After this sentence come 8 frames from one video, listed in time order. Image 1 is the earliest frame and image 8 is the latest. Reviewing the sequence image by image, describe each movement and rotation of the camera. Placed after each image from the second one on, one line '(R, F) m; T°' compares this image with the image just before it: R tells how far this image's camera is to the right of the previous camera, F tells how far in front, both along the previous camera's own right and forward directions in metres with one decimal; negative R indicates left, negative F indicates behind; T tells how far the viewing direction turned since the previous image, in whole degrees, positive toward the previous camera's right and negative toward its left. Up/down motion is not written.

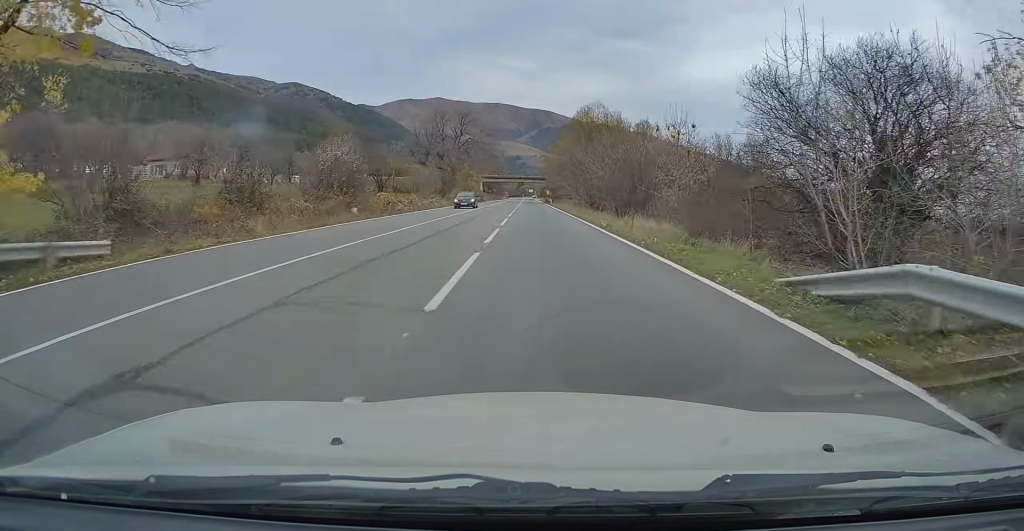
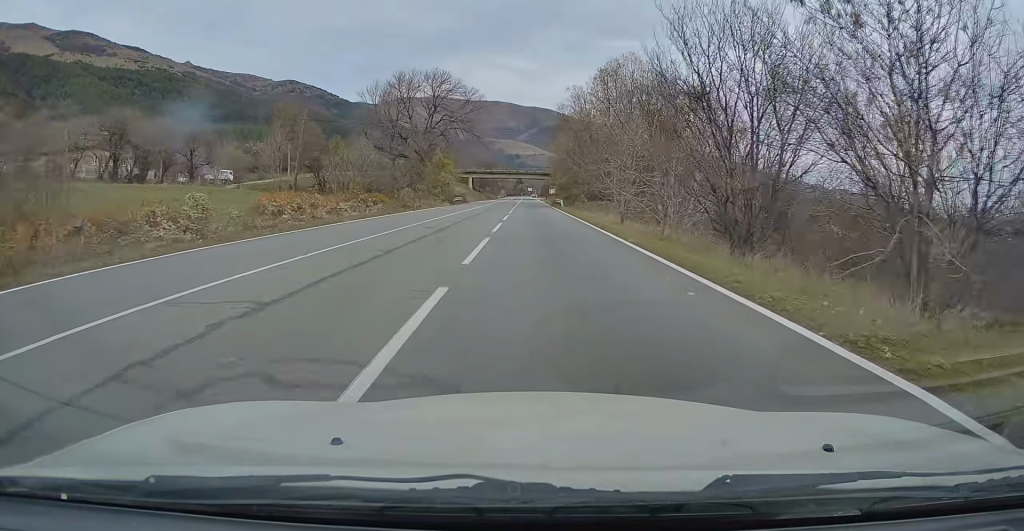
(+0.4, +31.6) m; 0°
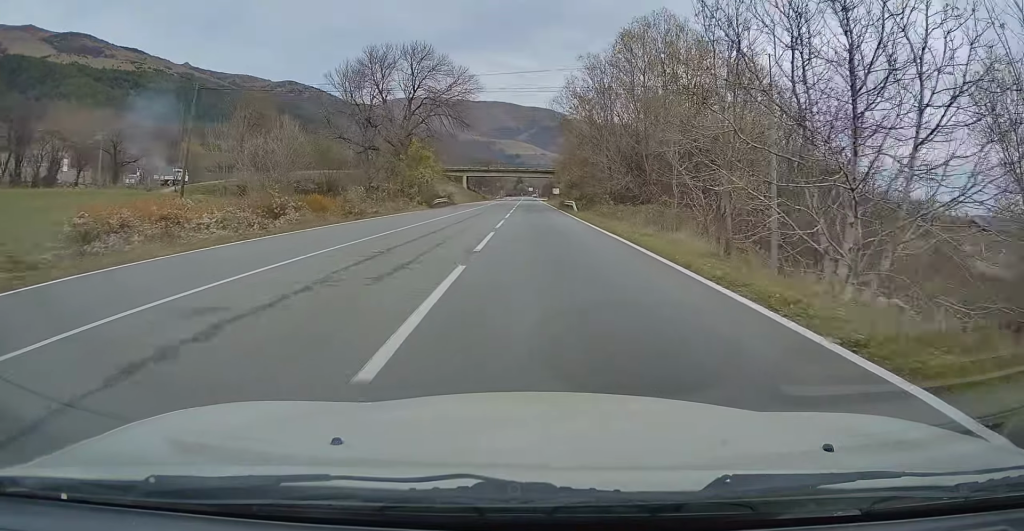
(0.0, +15.5) m; 0°
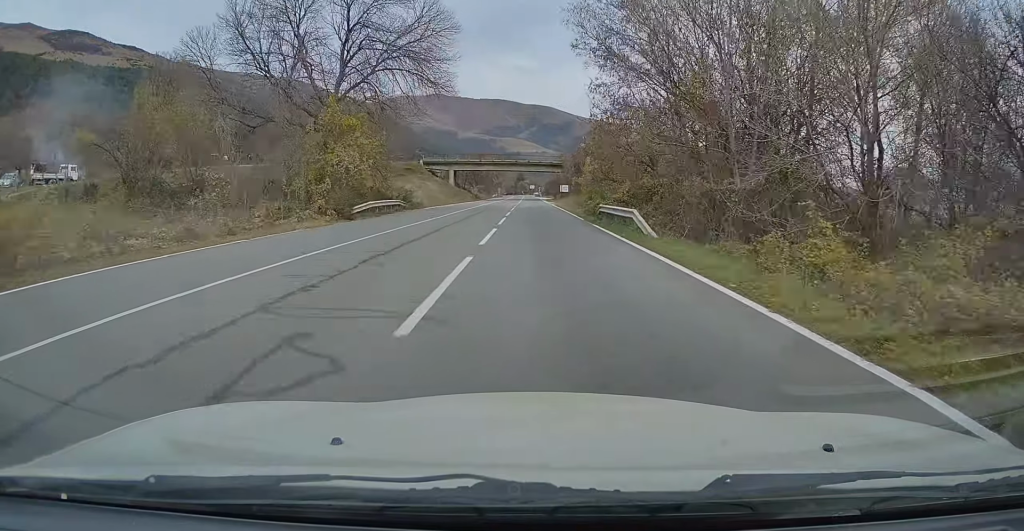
(-0.3, +25.9) m; 0°
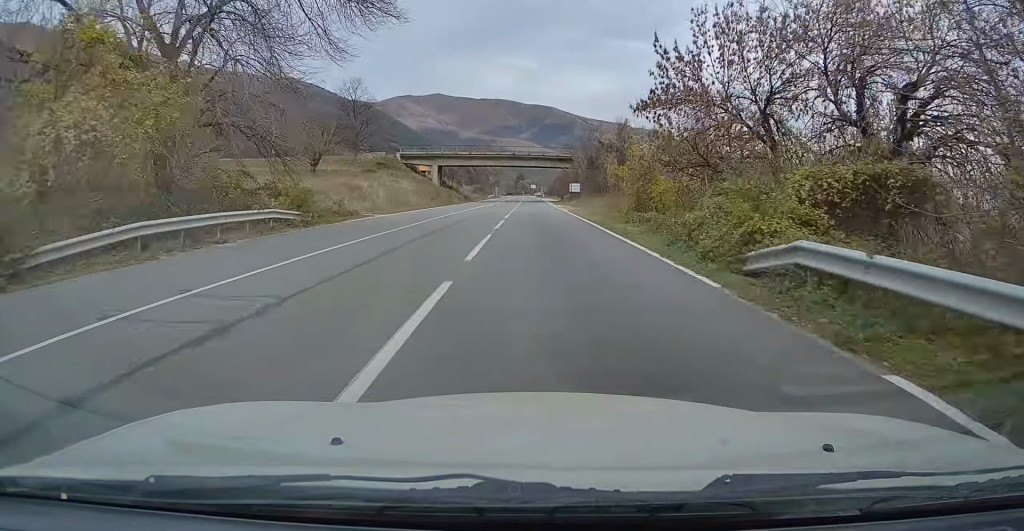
(+0.1, +21.1) m; 0°
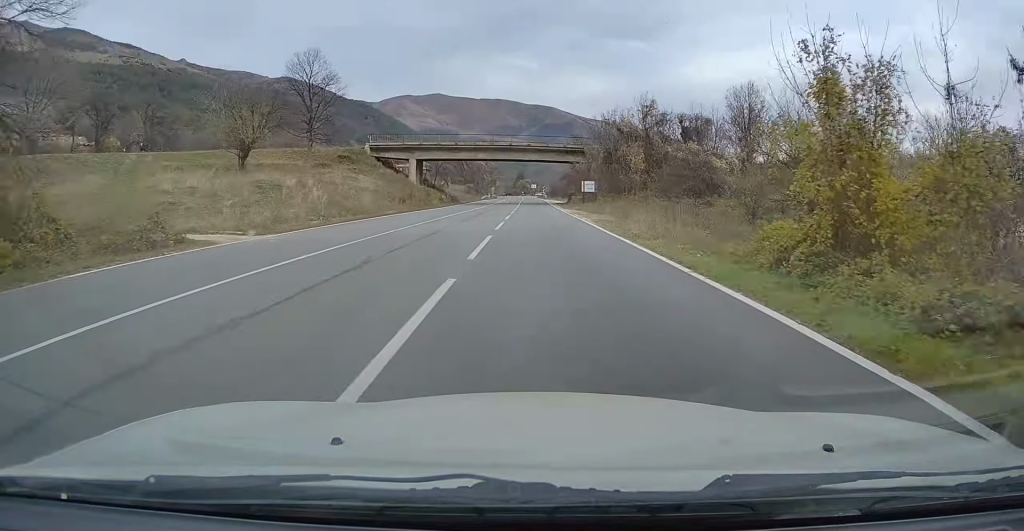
(-0.1, +18.1) m; 0°
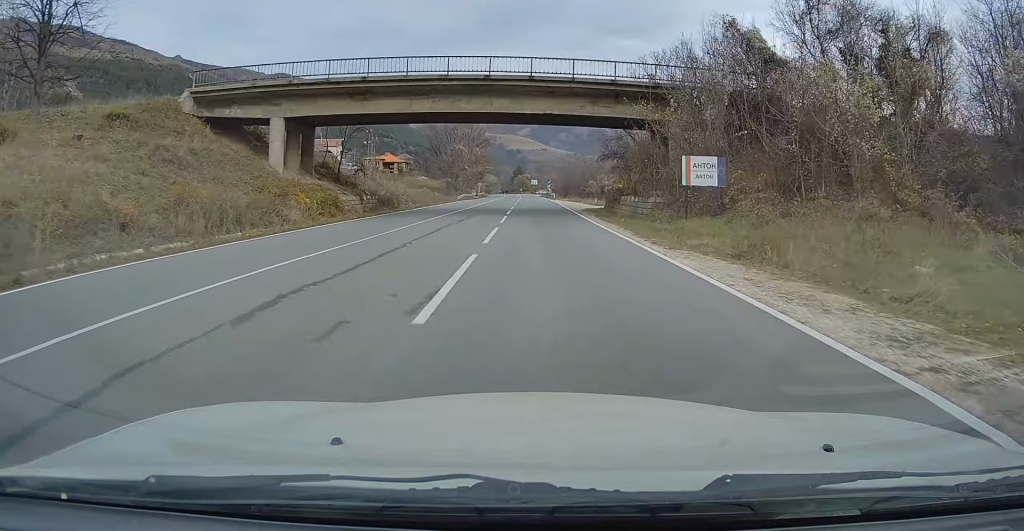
(+0.3, +41.3) m; 0°
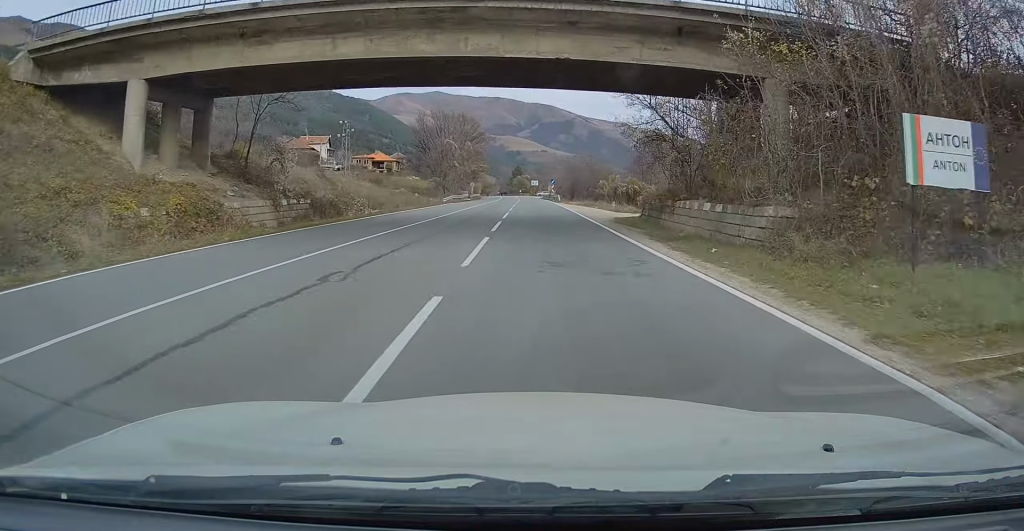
(-0.1, +13.6) m; 0°
